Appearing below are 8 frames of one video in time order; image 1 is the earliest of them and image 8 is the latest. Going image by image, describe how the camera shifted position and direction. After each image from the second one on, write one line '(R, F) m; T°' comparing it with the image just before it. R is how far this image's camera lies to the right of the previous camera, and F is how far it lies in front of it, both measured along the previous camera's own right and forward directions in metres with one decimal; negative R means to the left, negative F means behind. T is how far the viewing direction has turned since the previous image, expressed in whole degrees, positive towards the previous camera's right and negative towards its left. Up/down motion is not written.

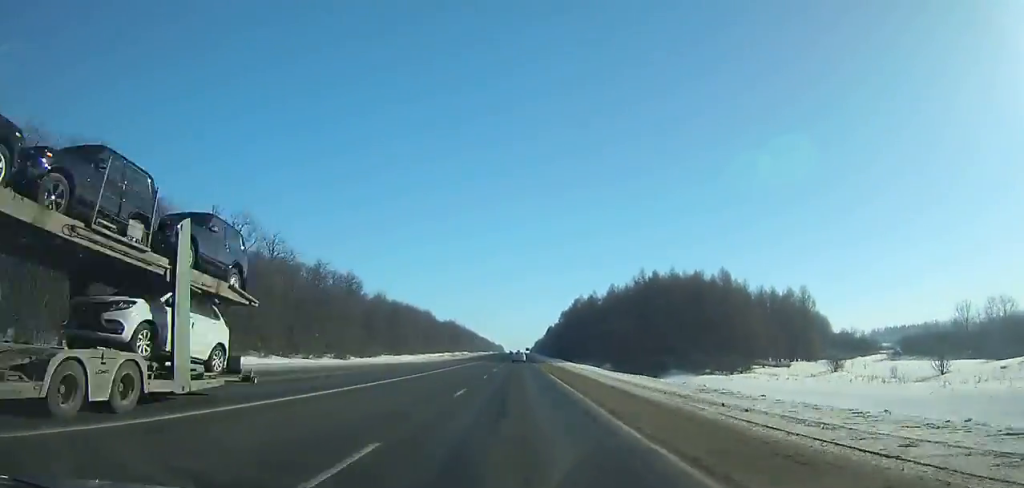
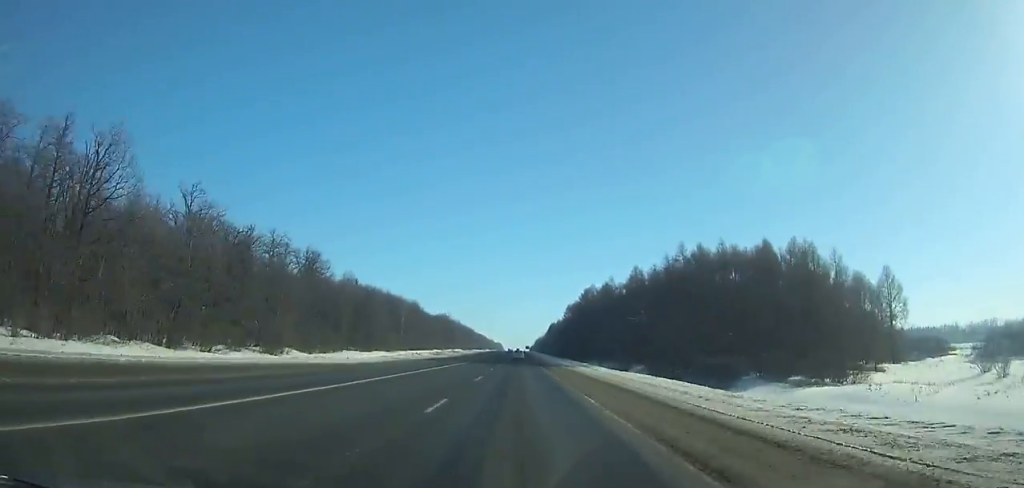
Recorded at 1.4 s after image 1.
(0.0, +29.7) m; 0°
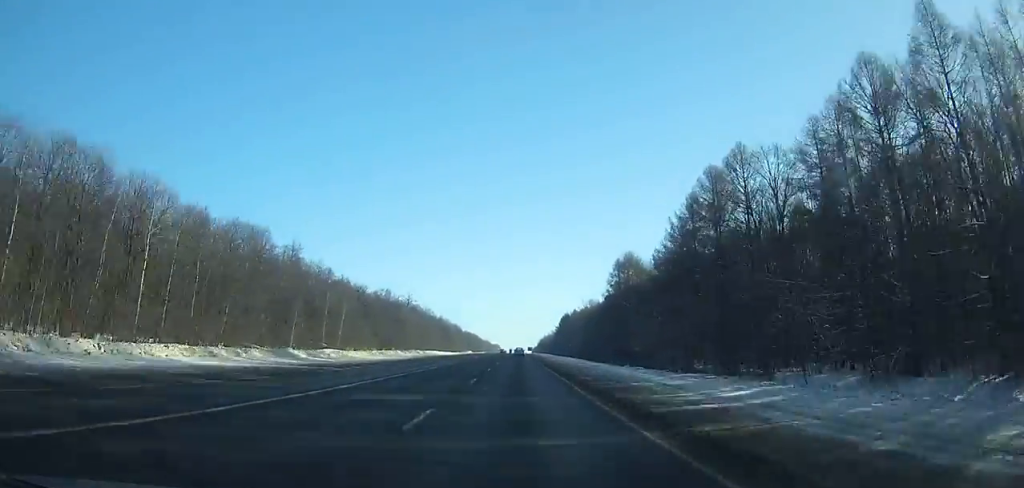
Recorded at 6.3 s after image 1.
(+0.3, +110.2) m; 0°
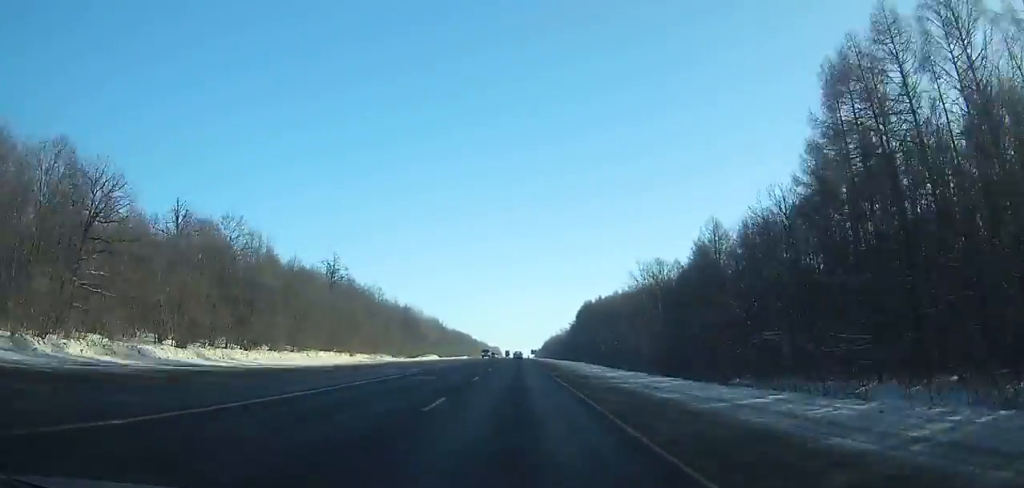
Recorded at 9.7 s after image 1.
(-0.2, +80.2) m; 0°
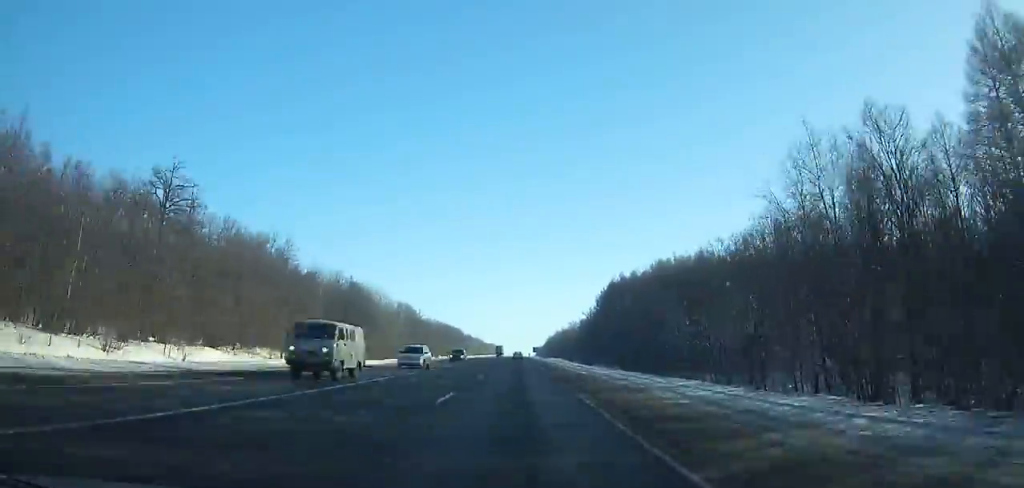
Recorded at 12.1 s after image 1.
(-0.1, +58.1) m; 0°
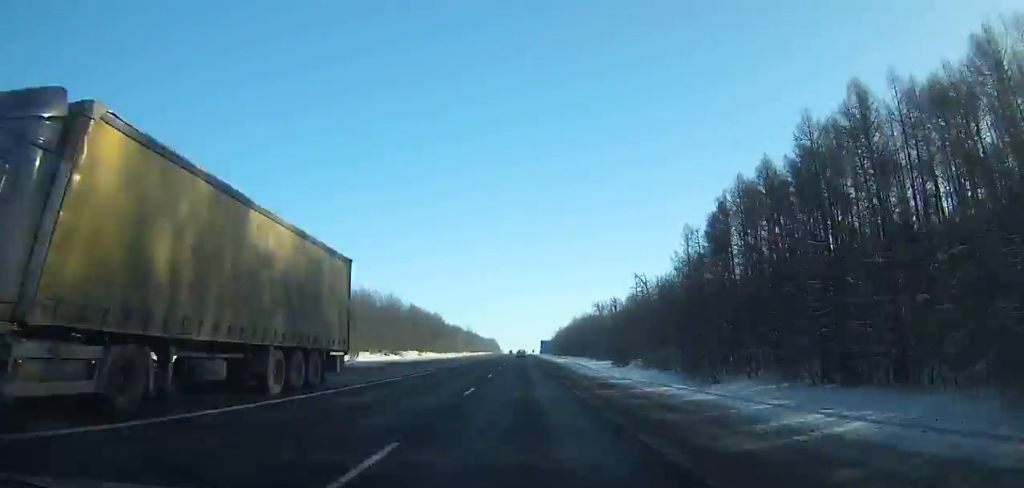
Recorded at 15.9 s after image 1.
(+0.1, +93.7) m; 0°
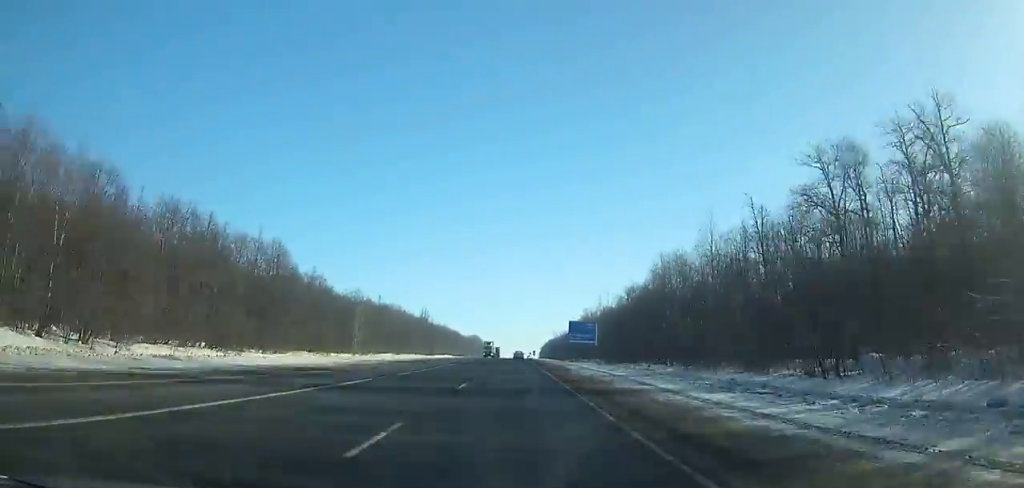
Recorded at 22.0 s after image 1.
(+1.1, +151.7) m; +1°
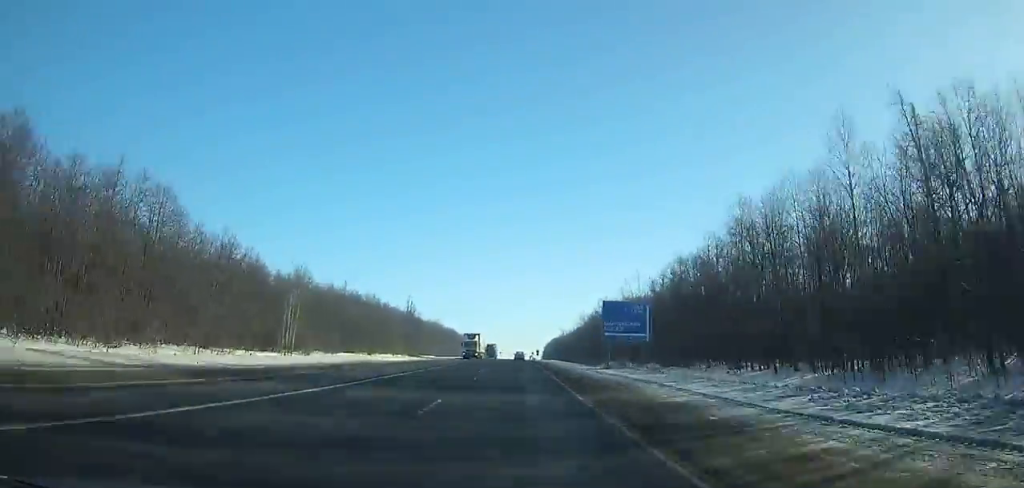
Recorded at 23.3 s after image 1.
(0.0, +32.2) m; 0°
